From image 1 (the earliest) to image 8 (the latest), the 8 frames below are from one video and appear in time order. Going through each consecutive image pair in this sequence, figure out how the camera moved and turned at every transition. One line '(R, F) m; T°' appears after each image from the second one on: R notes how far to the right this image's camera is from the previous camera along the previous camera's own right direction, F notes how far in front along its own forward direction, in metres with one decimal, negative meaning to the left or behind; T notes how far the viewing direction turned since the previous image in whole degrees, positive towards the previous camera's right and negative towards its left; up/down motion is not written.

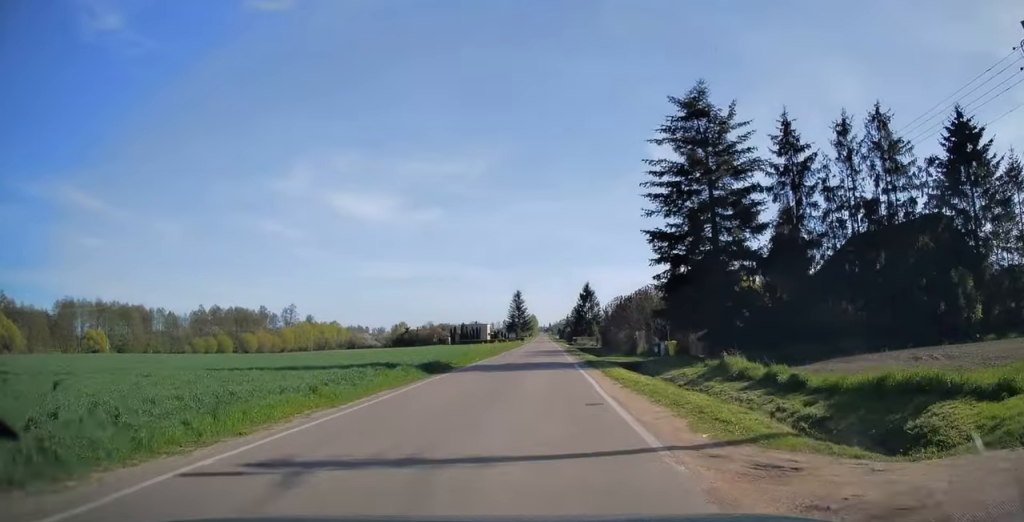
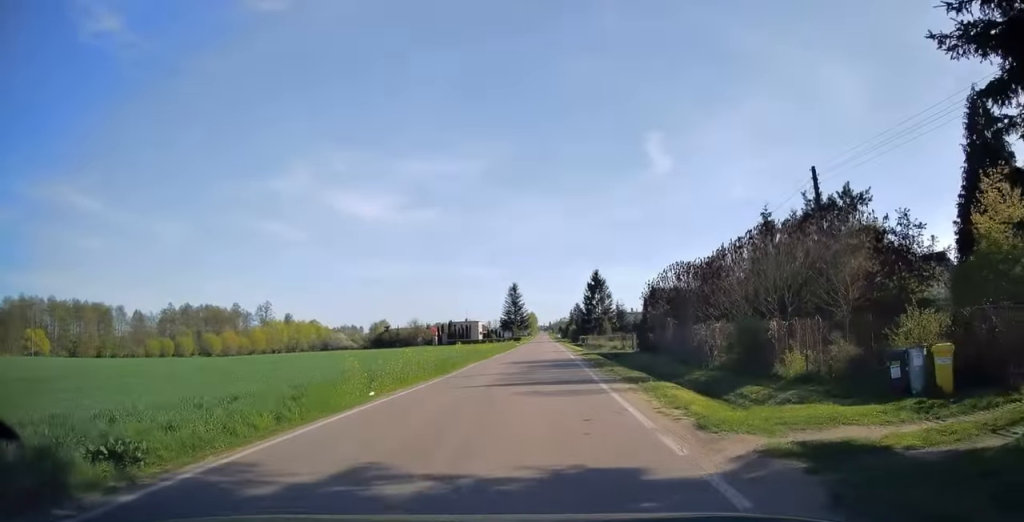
(+0.1, +25.8) m; 0°
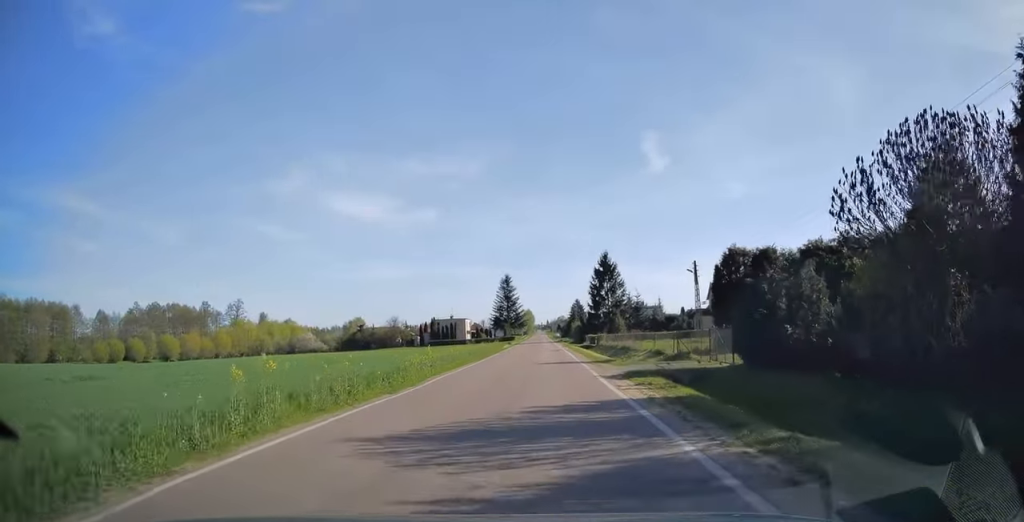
(0.0, +22.7) m; 0°
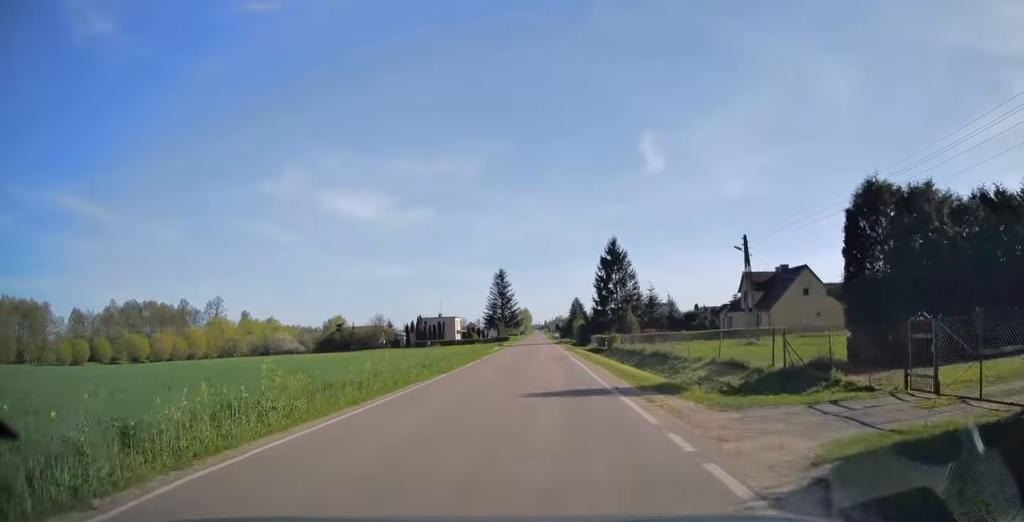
(0.0, +14.1) m; 0°
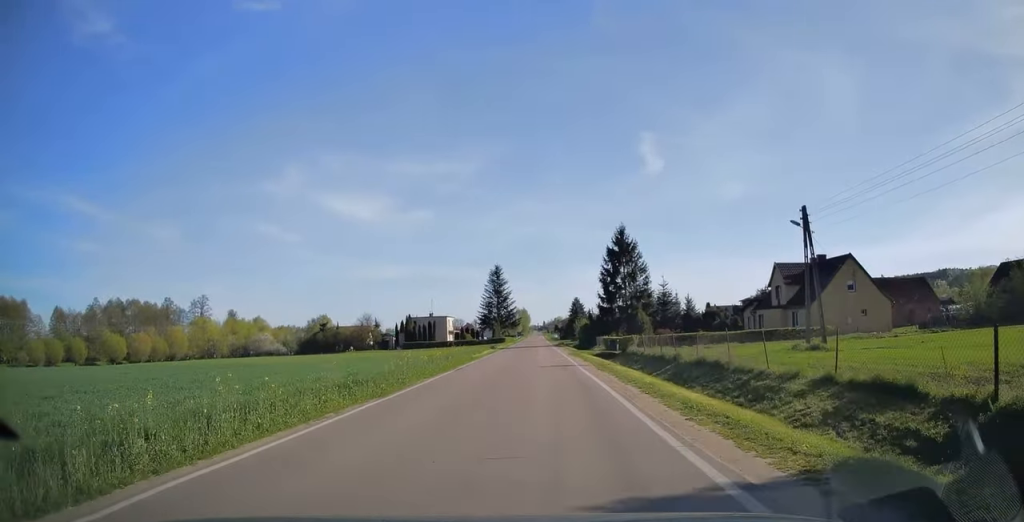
(+0.1, +9.7) m; 0°
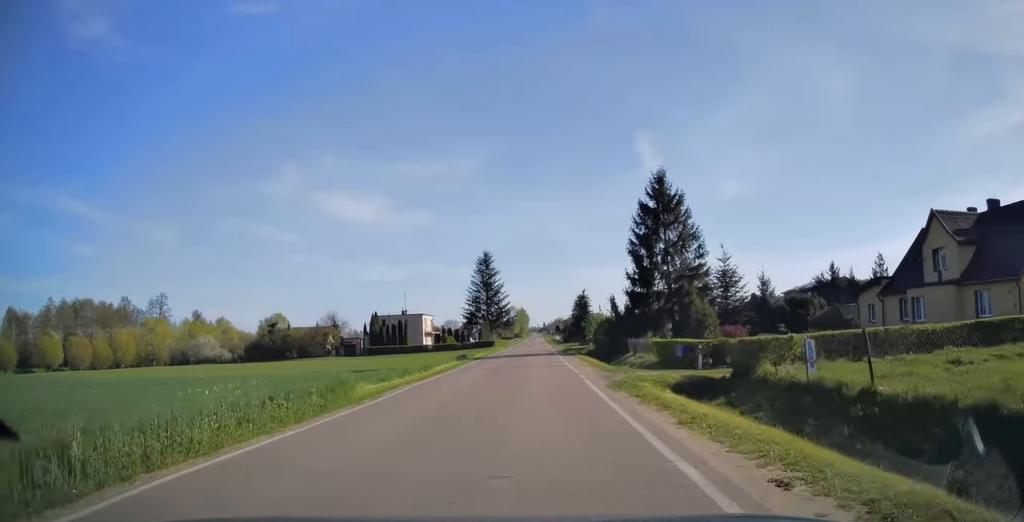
(0.0, +25.2) m; 0°
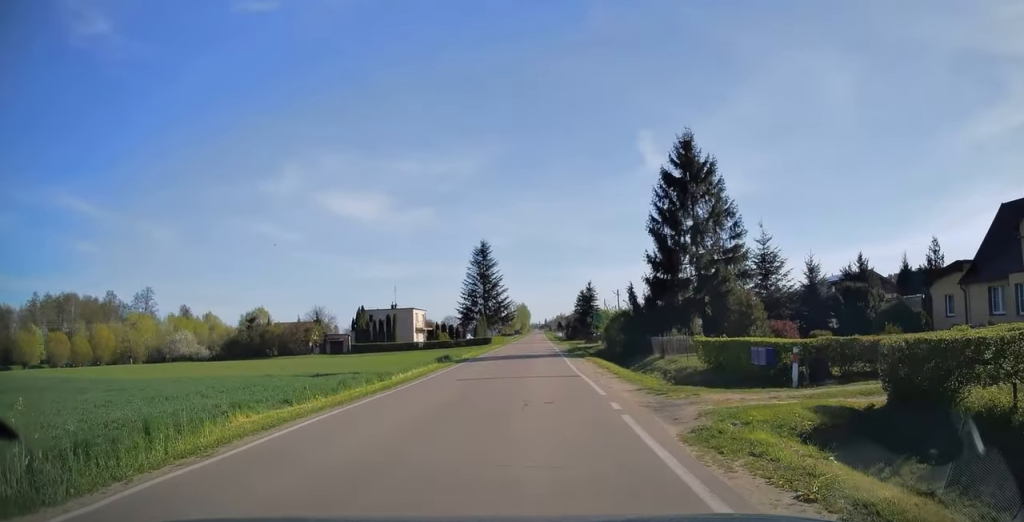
(0.0, +8.5) m; 0°
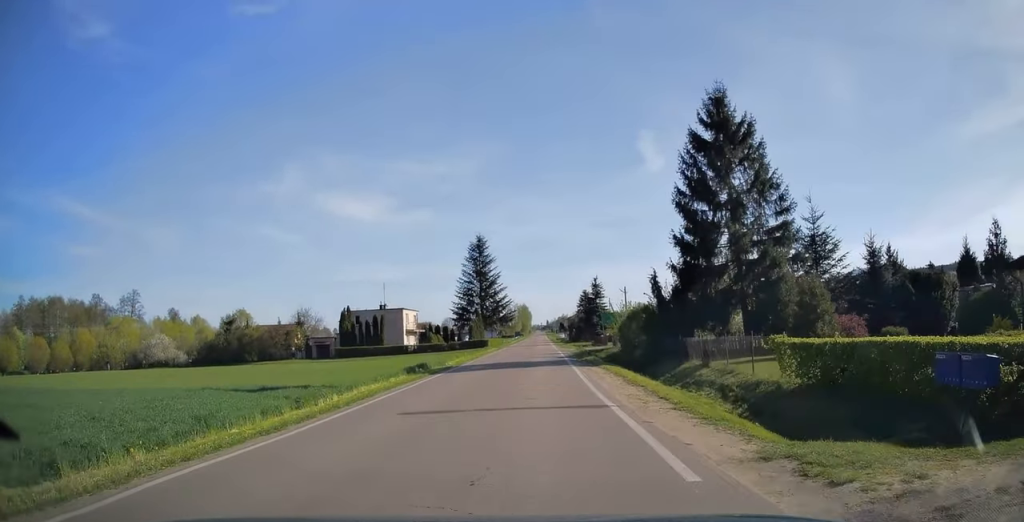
(0.0, +7.7) m; 0°
